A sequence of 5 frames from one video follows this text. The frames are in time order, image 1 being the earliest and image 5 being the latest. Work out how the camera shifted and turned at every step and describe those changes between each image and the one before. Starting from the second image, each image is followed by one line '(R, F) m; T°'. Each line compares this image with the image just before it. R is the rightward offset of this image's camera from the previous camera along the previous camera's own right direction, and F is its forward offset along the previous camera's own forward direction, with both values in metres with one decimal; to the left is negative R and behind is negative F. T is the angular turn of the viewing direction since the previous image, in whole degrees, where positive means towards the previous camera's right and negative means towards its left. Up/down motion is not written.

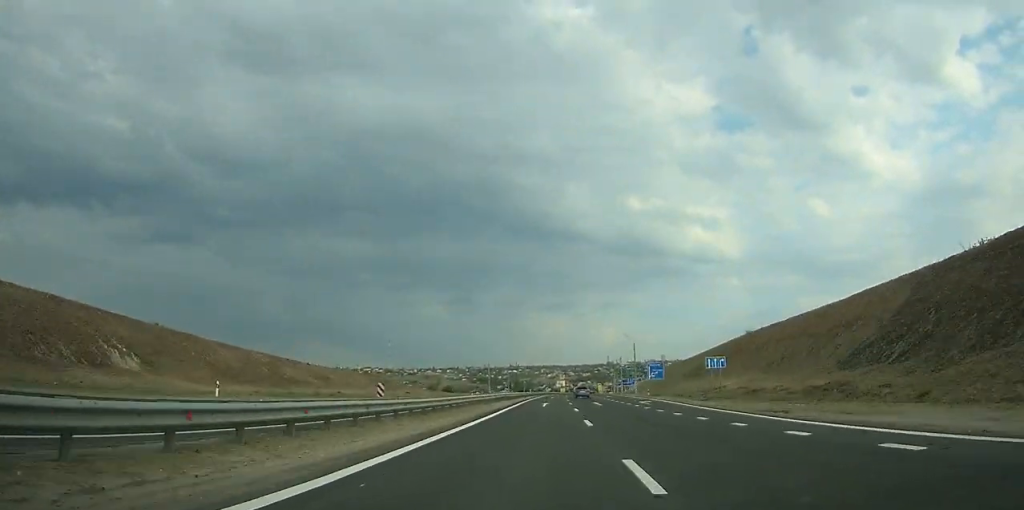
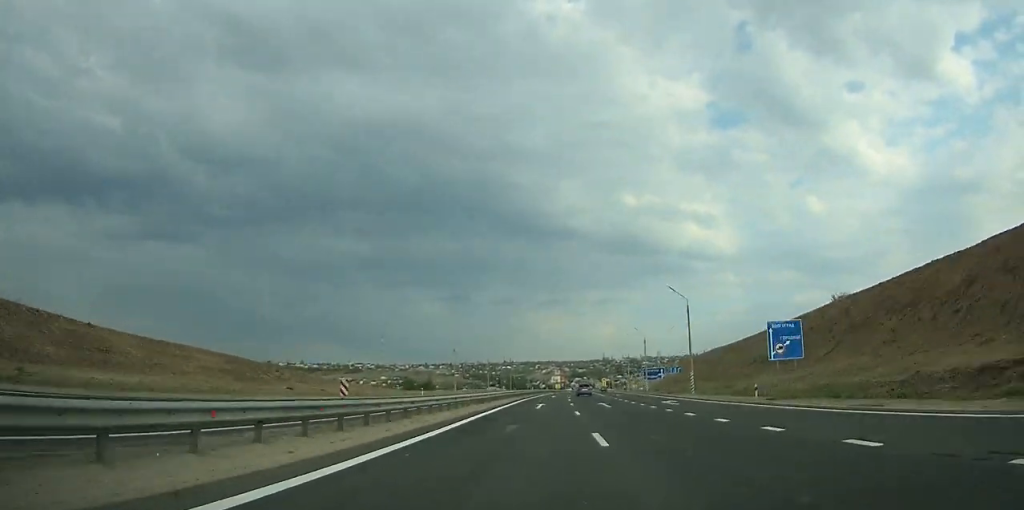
(+0.6, +41.8) m; +1°
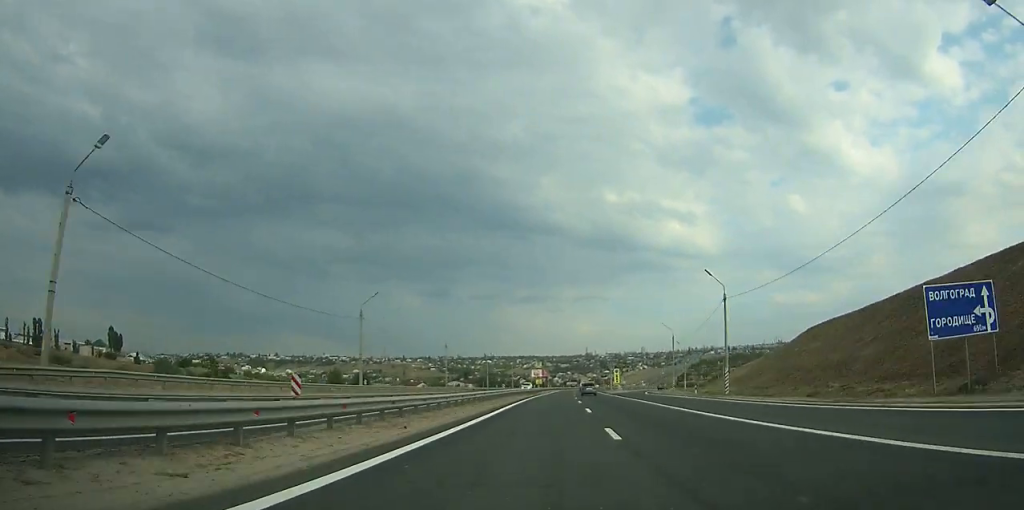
(+1.3, +84.0) m; +2°
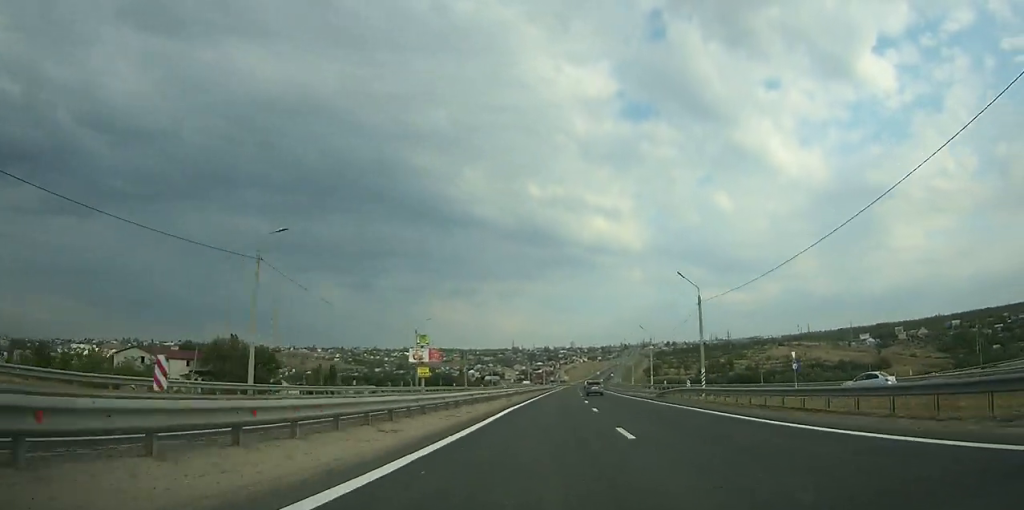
(+13.2, +207.3) m; +7°
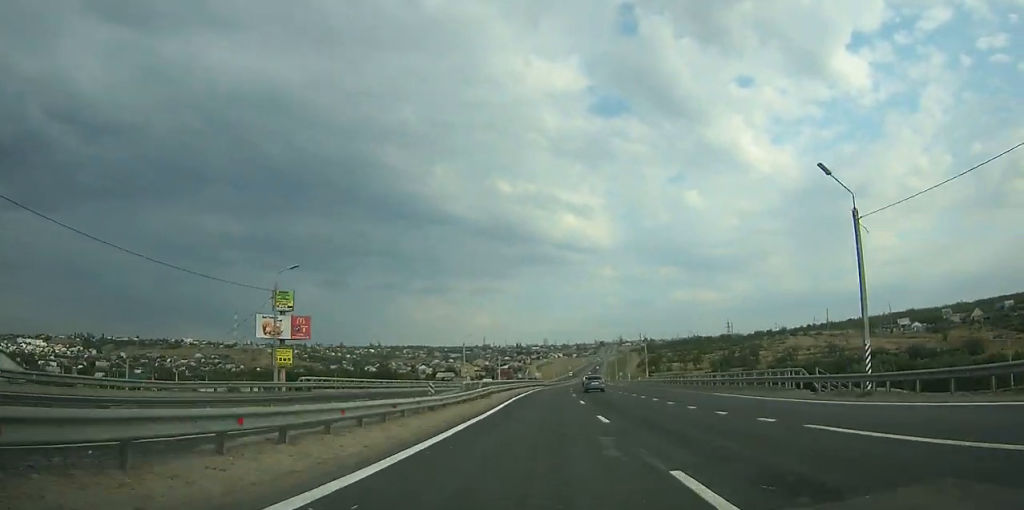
(+2.8, +101.5) m; +3°
